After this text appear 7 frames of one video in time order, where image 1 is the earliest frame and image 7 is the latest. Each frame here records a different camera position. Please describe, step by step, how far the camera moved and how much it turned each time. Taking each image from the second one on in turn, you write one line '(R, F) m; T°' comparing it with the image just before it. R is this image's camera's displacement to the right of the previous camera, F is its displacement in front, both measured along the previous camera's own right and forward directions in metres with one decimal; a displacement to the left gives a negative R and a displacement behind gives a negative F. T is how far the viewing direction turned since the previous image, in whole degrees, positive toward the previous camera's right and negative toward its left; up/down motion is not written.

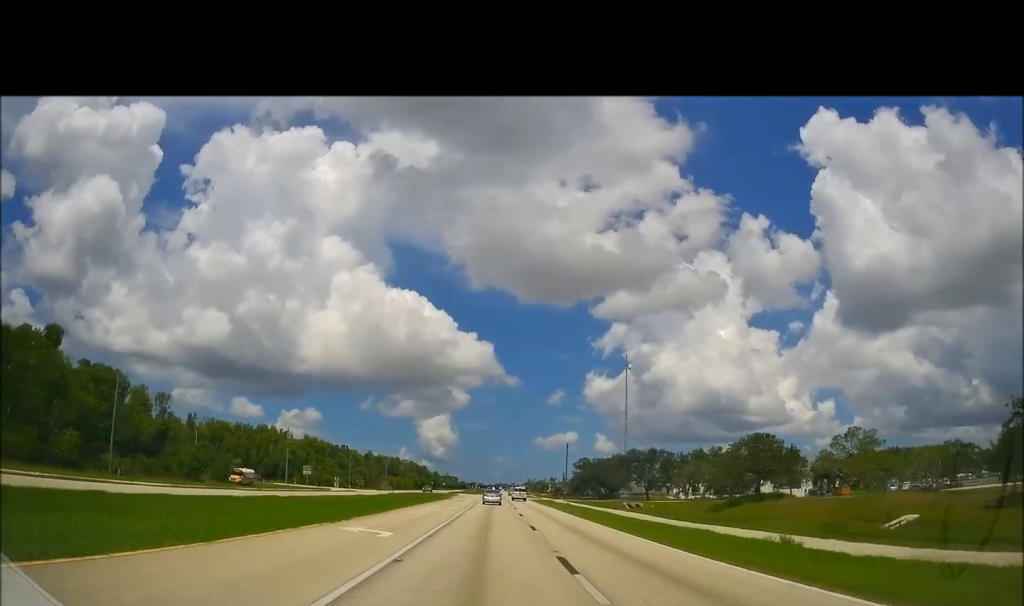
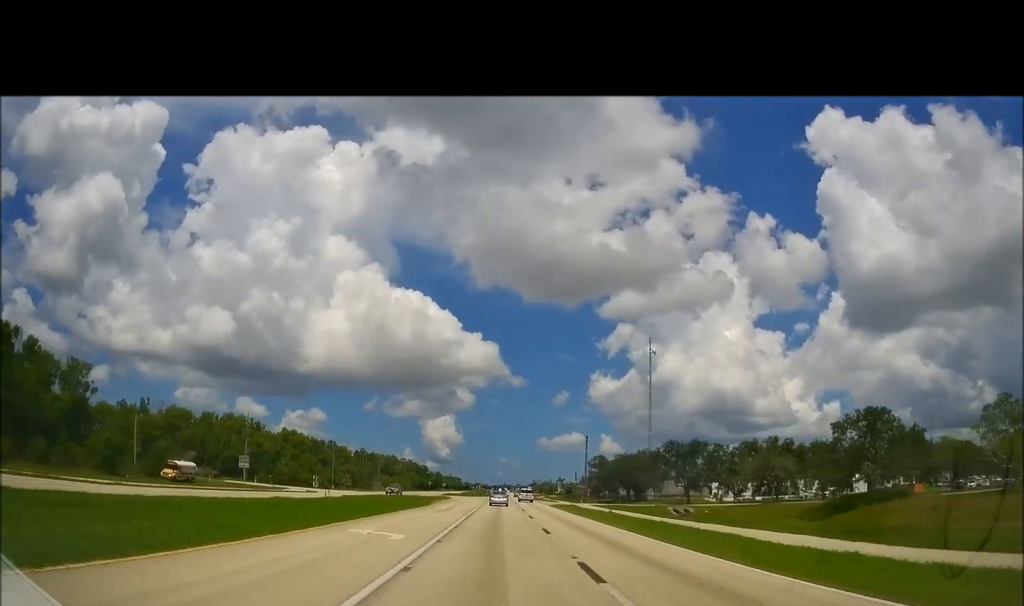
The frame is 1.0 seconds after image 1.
(0.0, +25.5) m; -1°
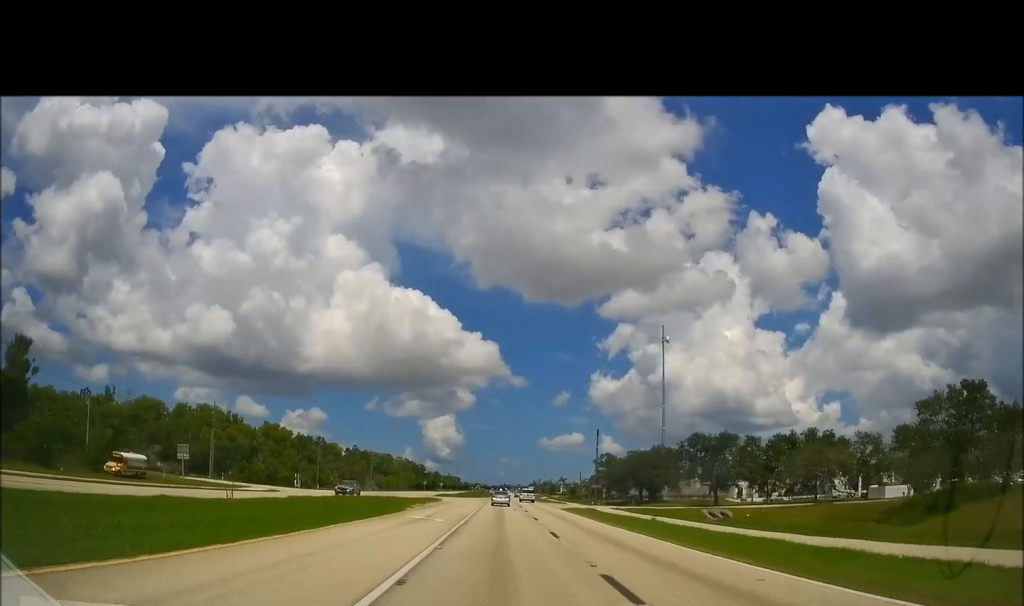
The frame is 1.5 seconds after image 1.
(0.0, +14.1) m; 0°
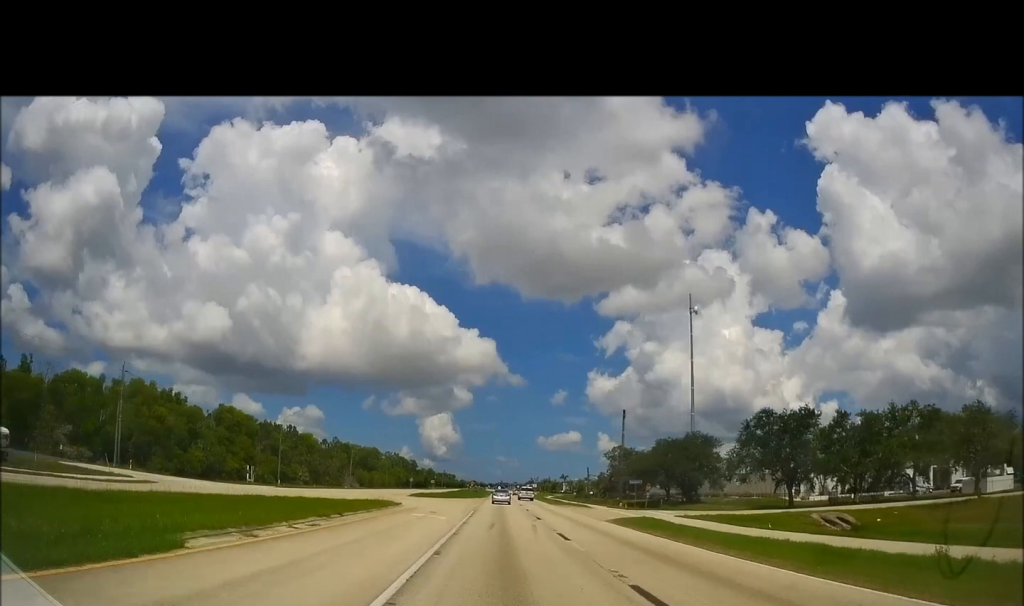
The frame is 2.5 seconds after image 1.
(-0.4, +26.4) m; 0°
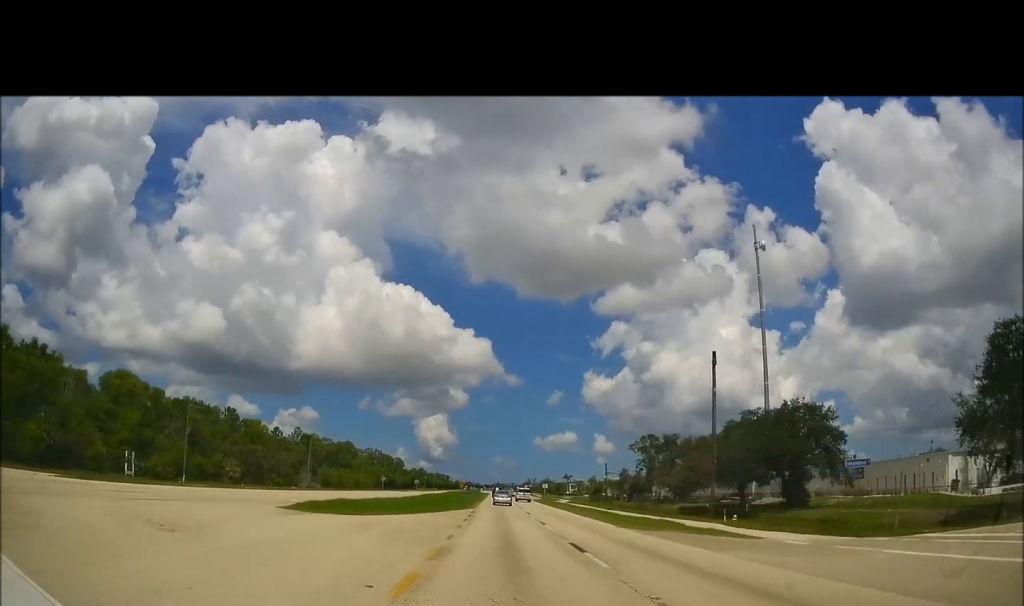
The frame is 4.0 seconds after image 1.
(+0.7, +40.4) m; 0°
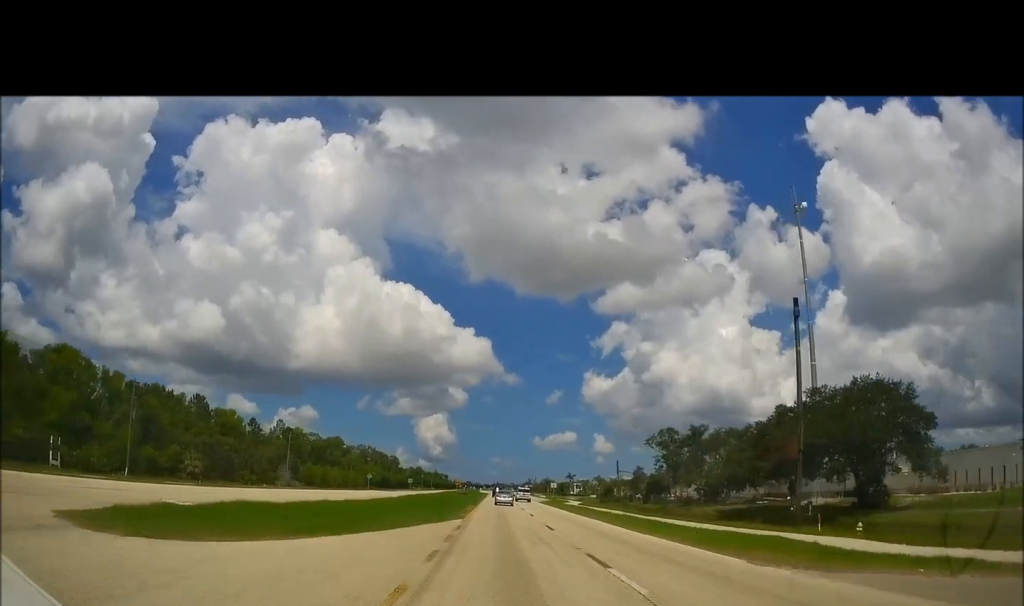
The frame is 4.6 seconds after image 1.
(-0.1, +15.8) m; 0°
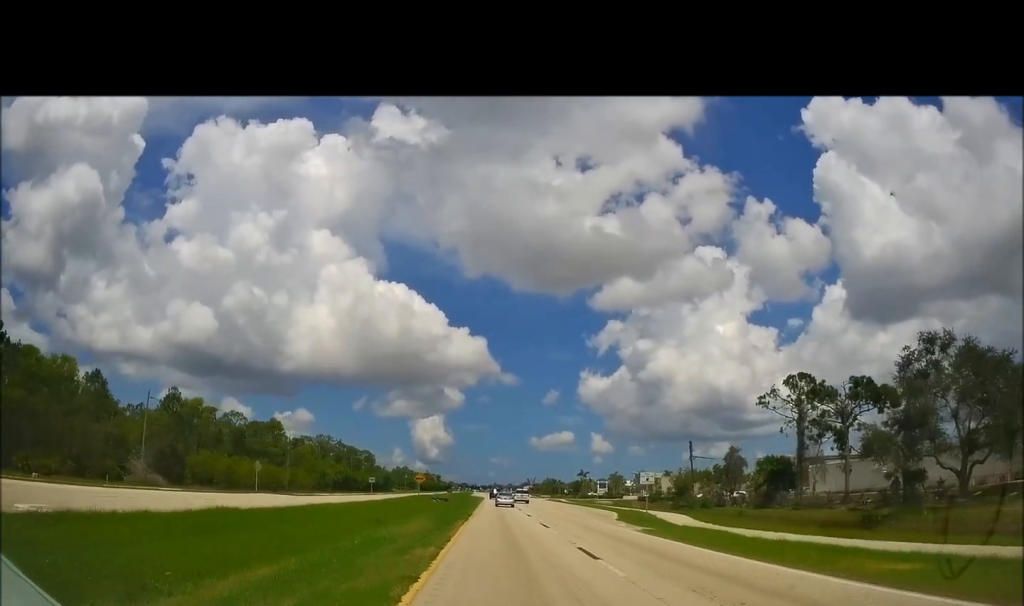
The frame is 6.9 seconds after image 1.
(+0.5, +58.9) m; +1°
